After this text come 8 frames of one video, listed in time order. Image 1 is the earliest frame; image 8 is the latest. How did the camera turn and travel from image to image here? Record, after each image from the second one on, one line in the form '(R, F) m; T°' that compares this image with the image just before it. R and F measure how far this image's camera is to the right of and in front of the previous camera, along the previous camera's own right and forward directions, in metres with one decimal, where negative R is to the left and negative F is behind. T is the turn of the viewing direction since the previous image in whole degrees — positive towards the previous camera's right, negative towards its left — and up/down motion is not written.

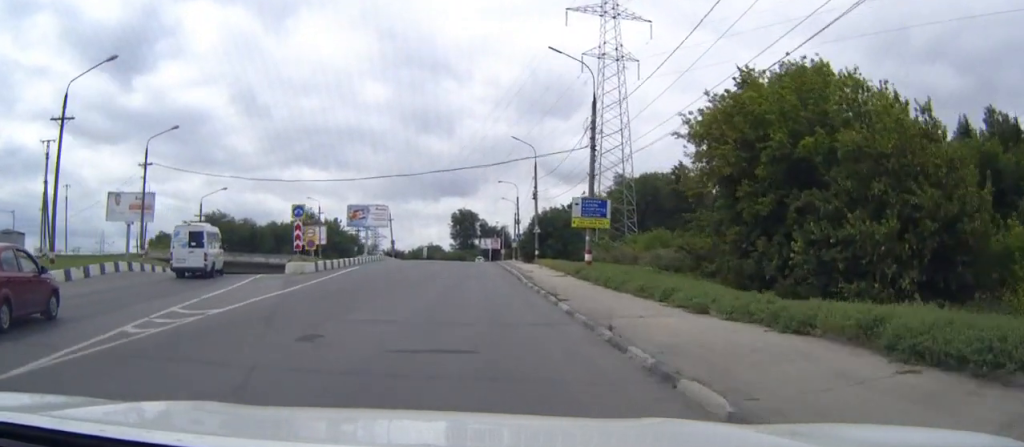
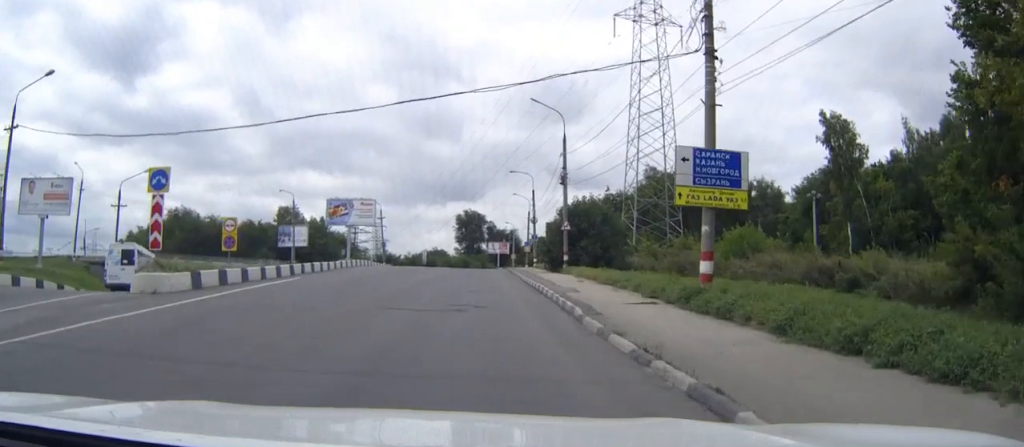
(-0.1, +19.4) m; 0°
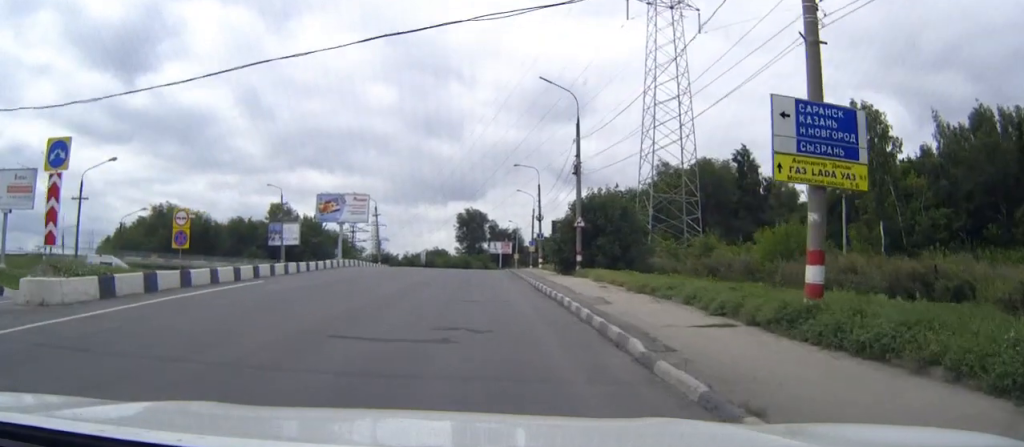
(0.0, +6.4) m; 0°
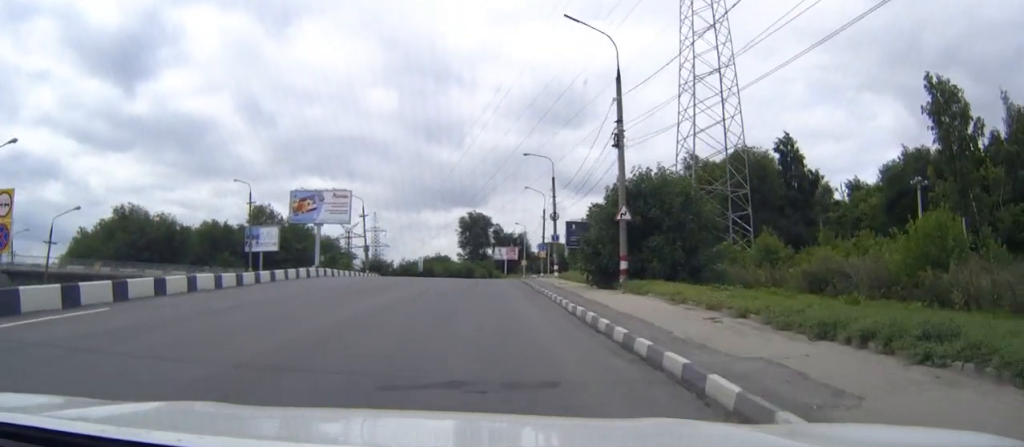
(0.0, +13.3) m; 0°
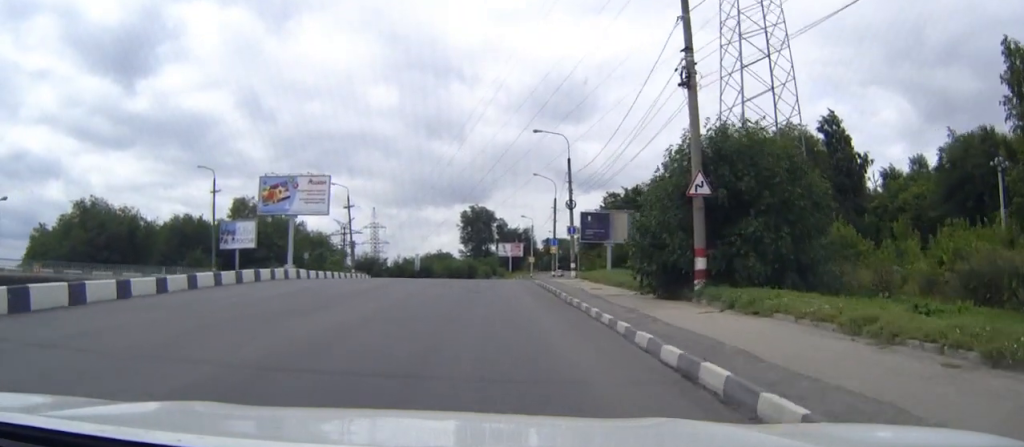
(-0.1, +11.1) m; 0°
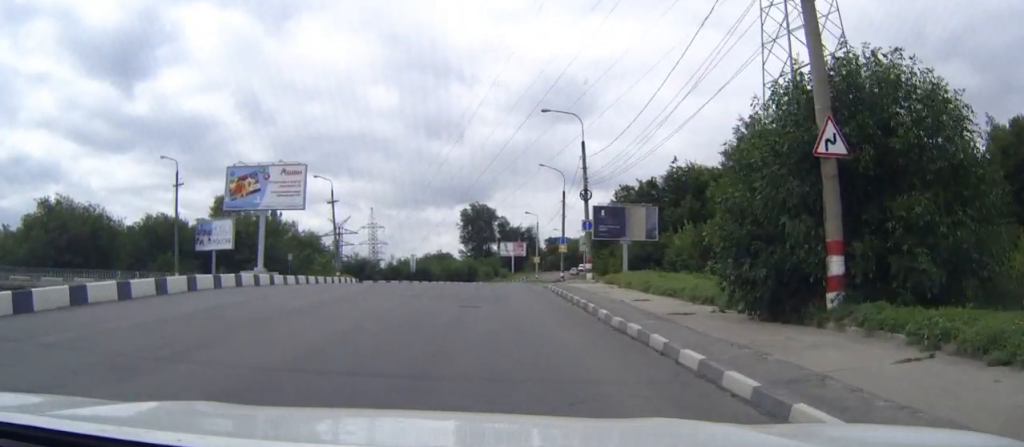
(0.0, +8.4) m; 0°
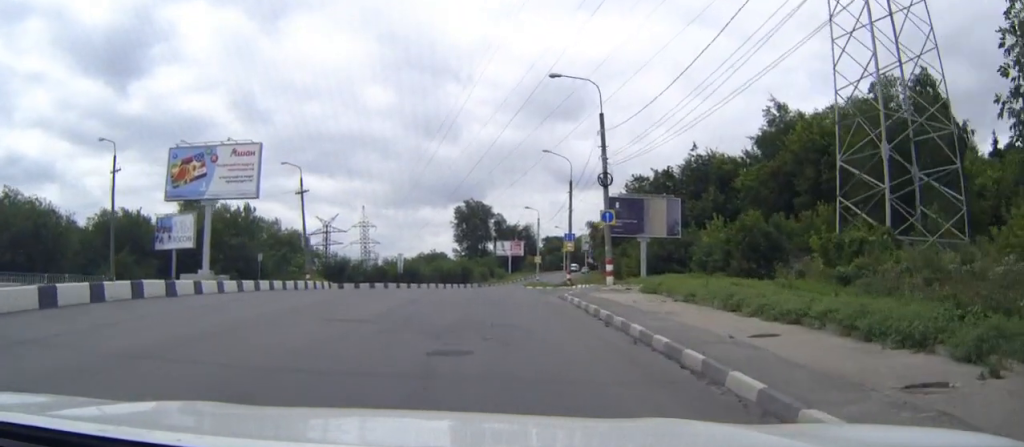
(0.0, +9.9) m; 0°
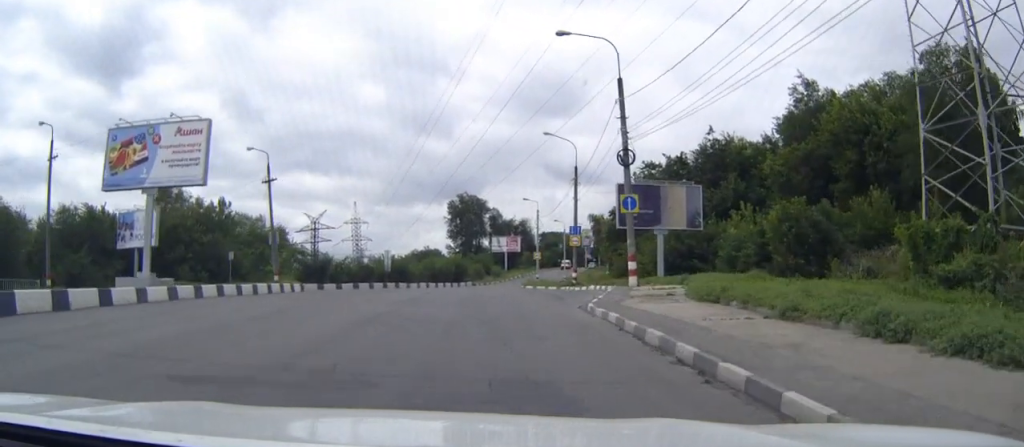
(0.0, +7.5) m; 0°
